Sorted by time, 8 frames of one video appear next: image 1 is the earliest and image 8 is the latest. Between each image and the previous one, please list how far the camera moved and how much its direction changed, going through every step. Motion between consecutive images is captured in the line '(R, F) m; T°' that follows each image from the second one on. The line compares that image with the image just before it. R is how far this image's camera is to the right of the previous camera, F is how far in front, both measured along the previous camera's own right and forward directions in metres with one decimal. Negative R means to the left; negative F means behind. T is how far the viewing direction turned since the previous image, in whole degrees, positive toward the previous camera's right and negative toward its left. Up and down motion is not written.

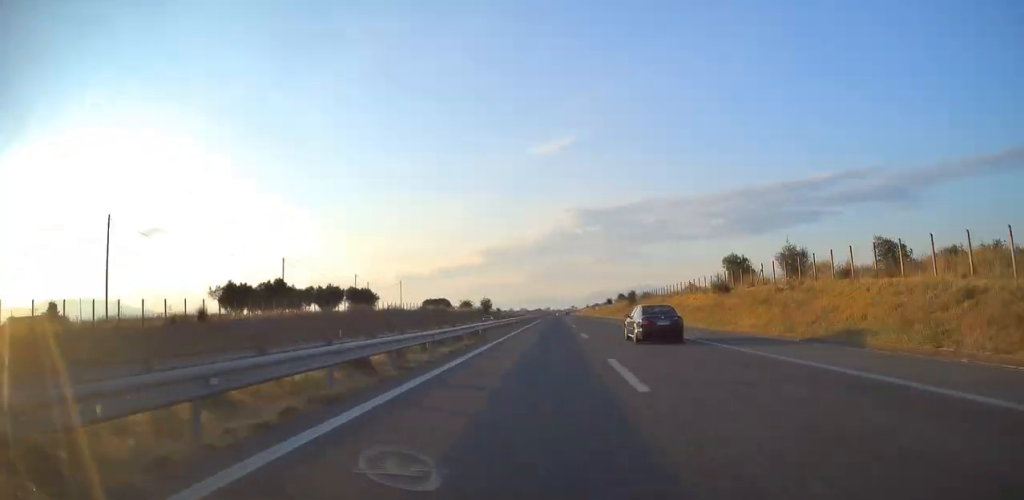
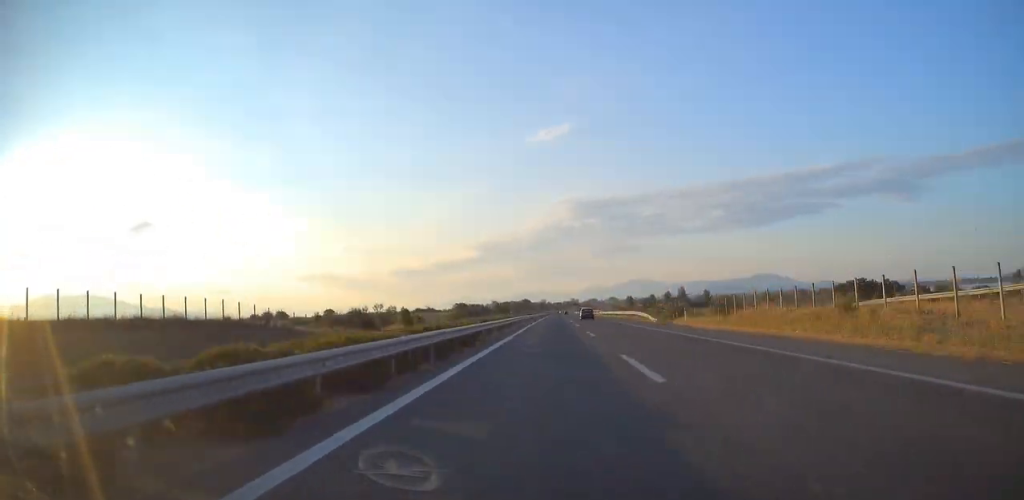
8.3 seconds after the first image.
(+1.2, +388.1) m; +1°
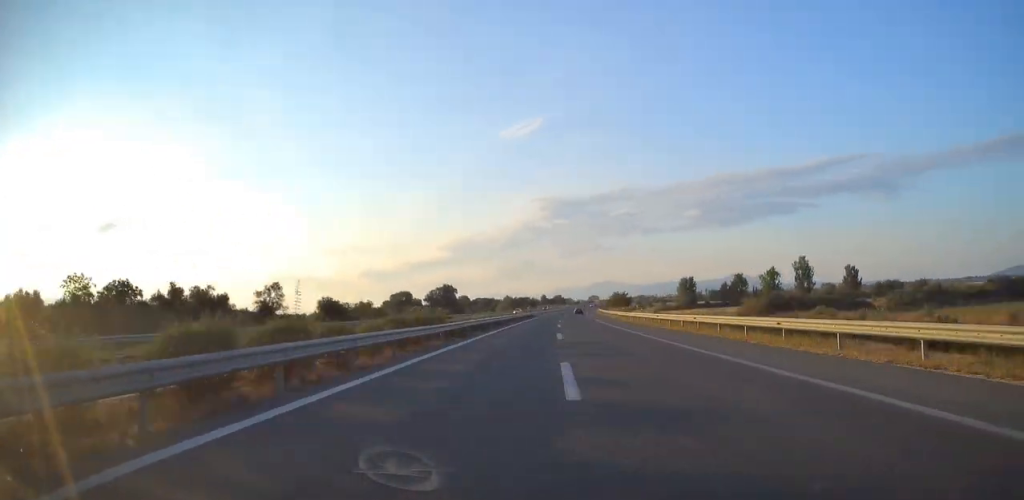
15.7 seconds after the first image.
(+7.6, +352.4) m; +6°
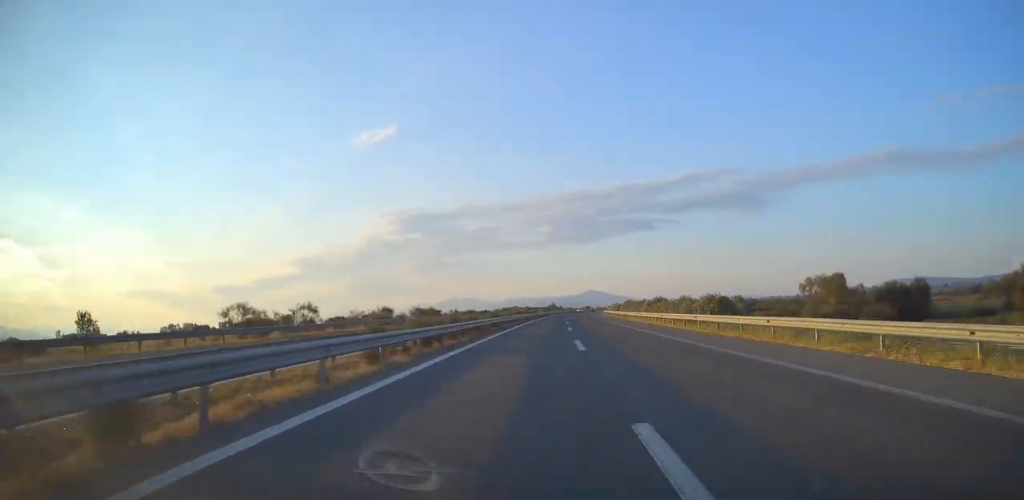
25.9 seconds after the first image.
(+45.7, +474.0) m; +13°
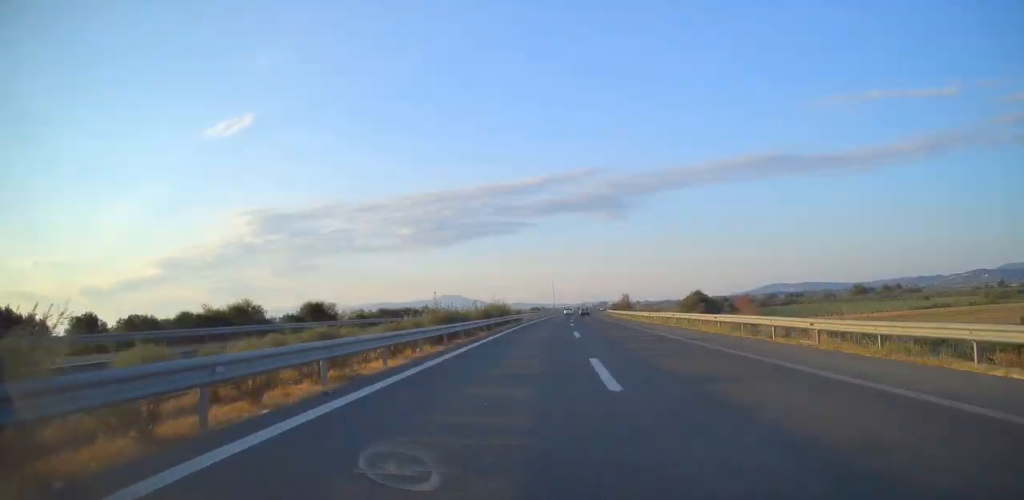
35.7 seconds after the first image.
(+58.3, +457.0) m; +13°
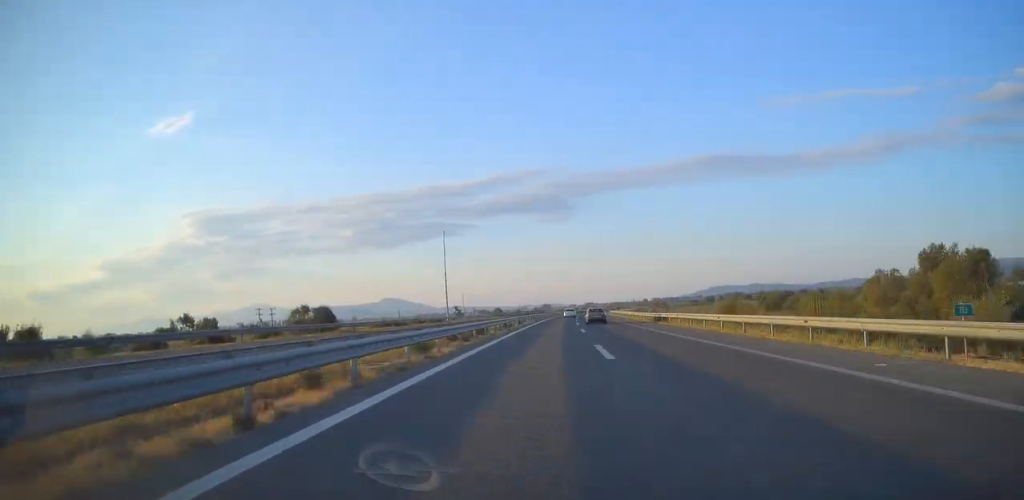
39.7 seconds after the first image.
(+6.4, +185.9) m; +5°
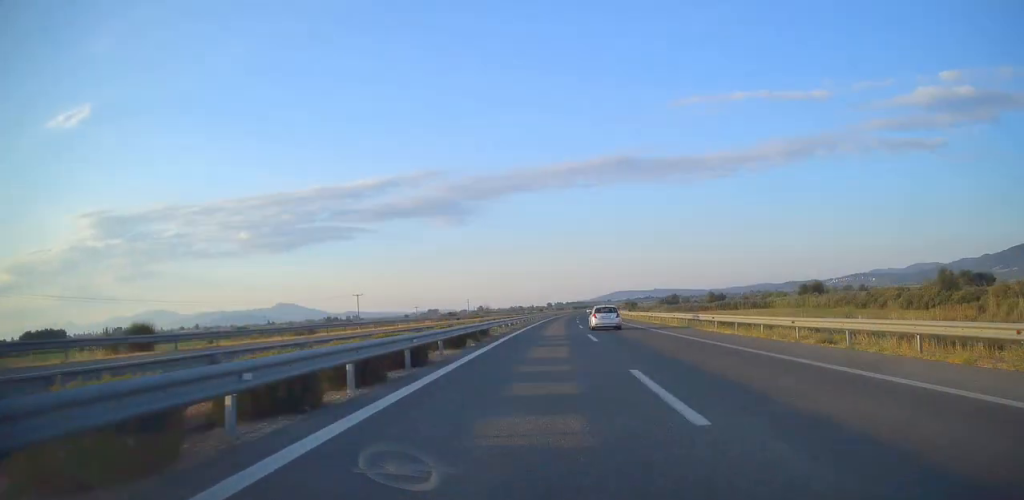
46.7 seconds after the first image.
(+27.8, +316.5) m; +9°
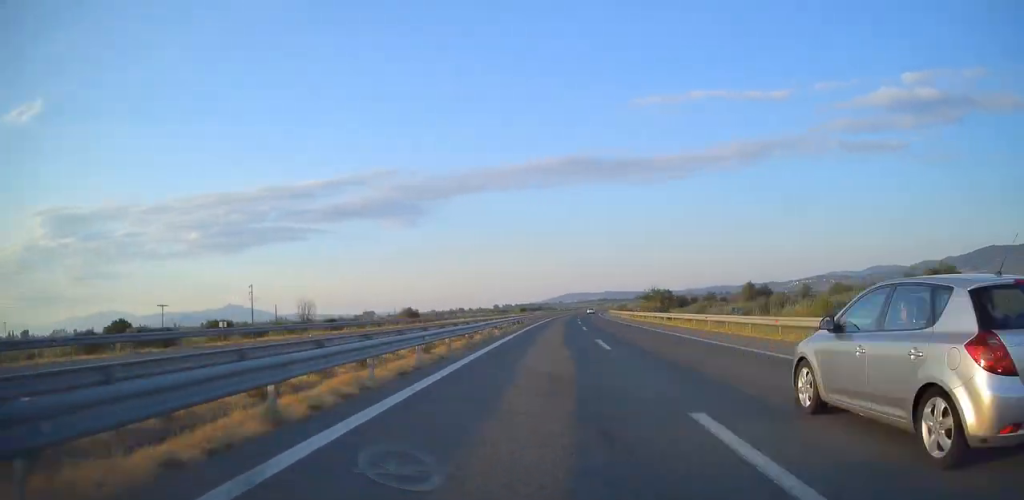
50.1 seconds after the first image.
(+2.6, +157.6) m; +4°
